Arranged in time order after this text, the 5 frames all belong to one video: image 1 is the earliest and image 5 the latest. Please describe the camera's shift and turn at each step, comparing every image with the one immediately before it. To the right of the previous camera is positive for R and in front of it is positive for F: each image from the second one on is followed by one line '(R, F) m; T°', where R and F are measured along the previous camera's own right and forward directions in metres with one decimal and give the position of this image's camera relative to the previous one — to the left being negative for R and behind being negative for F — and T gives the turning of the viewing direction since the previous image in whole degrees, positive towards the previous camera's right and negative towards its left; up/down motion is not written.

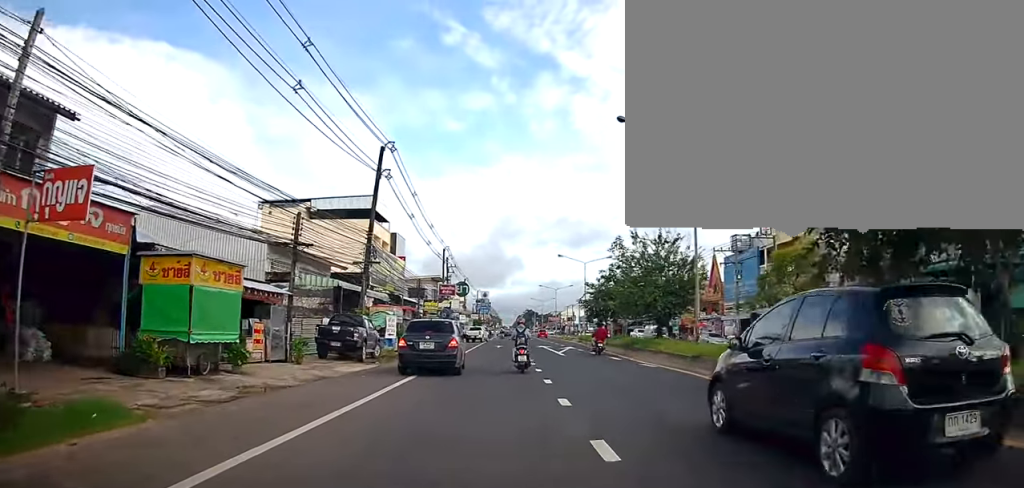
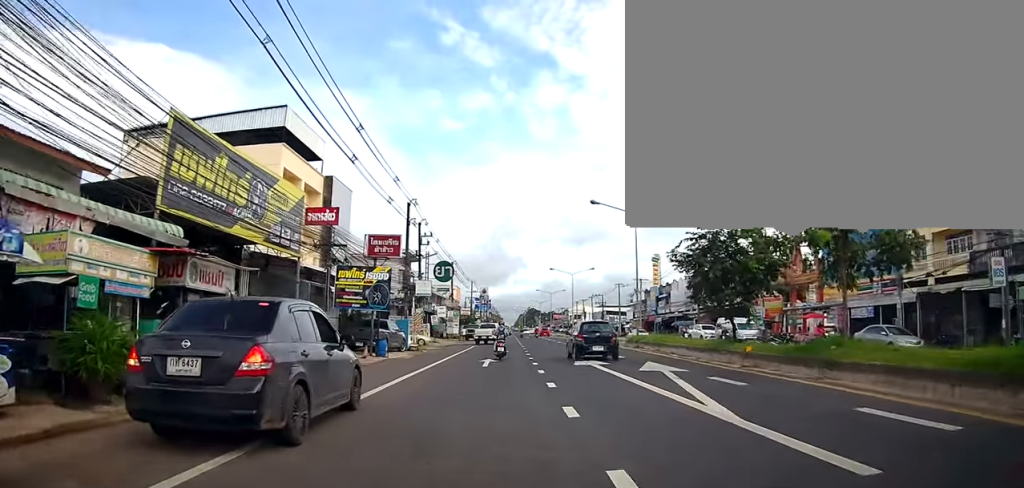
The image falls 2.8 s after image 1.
(+1.1, +25.6) m; +2°
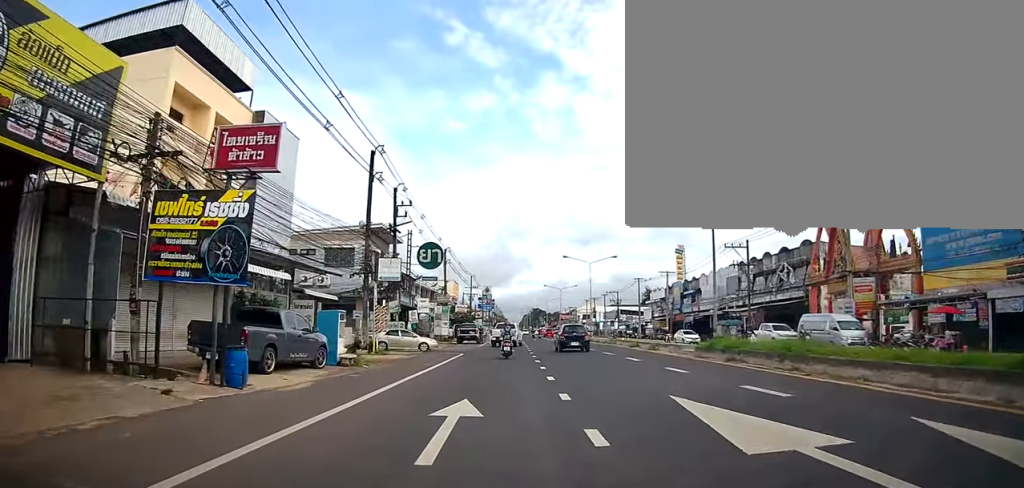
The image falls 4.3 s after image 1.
(0.0, +13.8) m; 0°
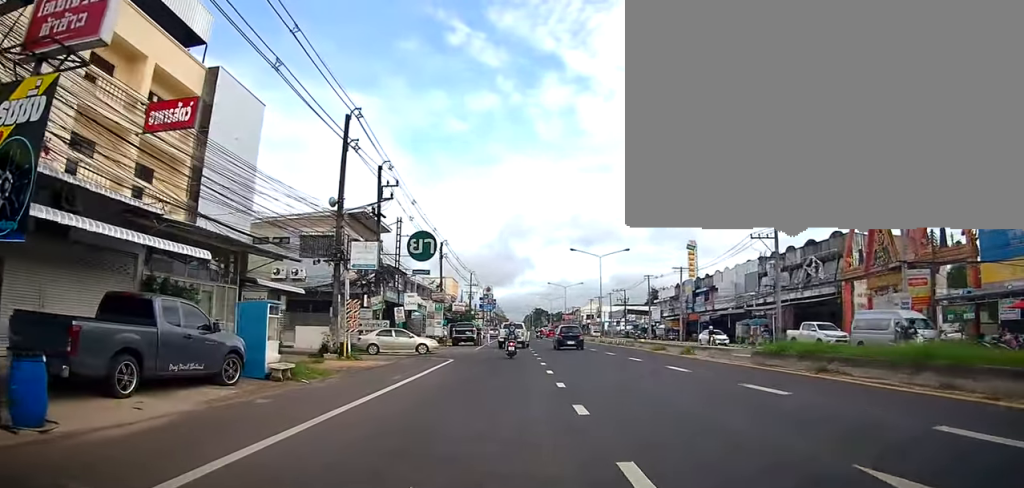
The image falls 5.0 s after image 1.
(0.0, +5.8) m; 0°
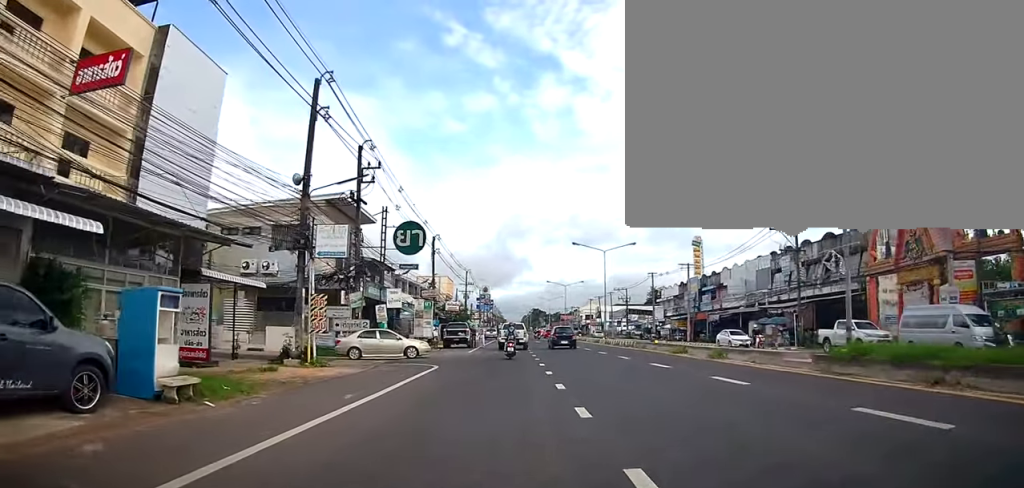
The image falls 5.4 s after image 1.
(0.0, +4.3) m; 0°
